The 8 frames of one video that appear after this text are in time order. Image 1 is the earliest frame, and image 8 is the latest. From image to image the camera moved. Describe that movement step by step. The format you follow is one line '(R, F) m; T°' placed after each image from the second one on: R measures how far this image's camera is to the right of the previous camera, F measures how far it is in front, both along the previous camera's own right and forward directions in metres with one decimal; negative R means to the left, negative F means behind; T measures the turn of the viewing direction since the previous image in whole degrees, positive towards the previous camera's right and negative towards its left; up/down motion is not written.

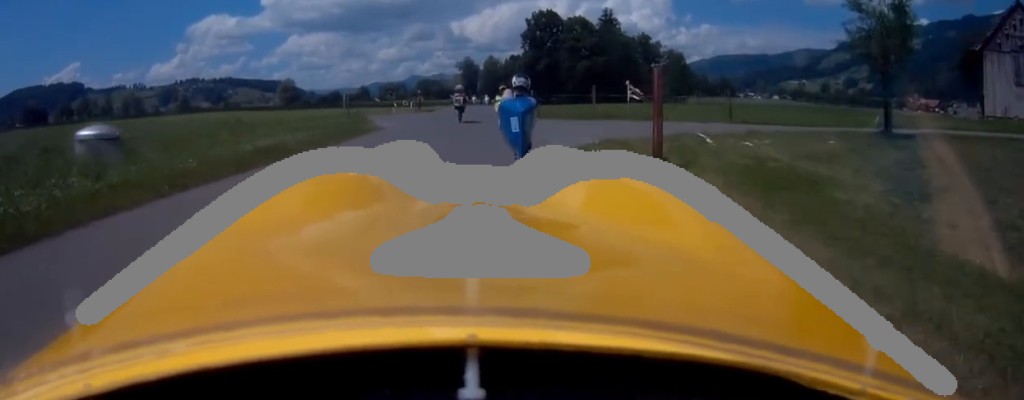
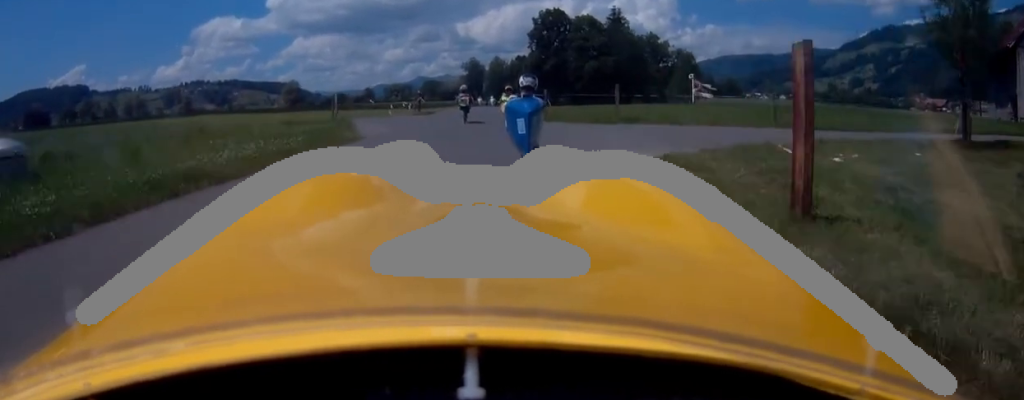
(0.0, +2.9) m; 0°
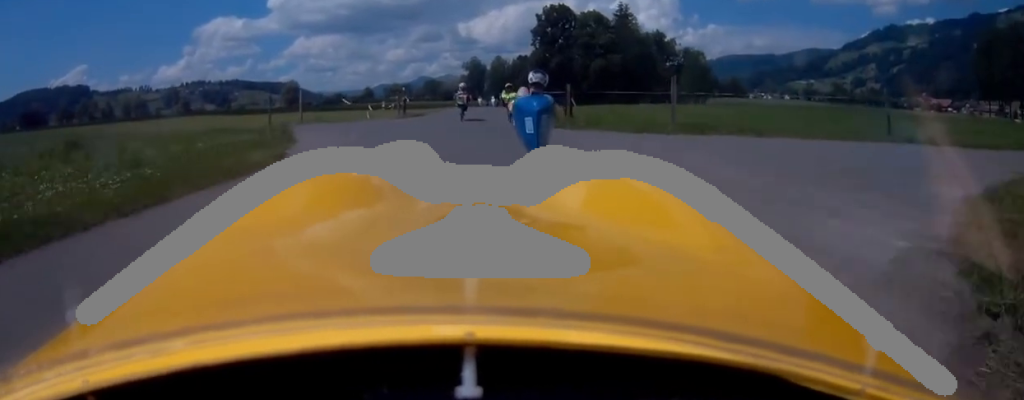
(0.0, +5.5) m; 0°
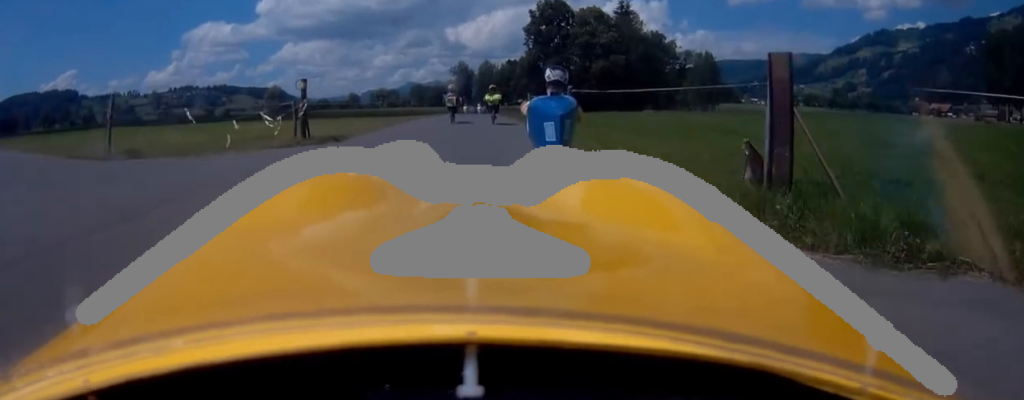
(+0.1, +11.3) m; +1°
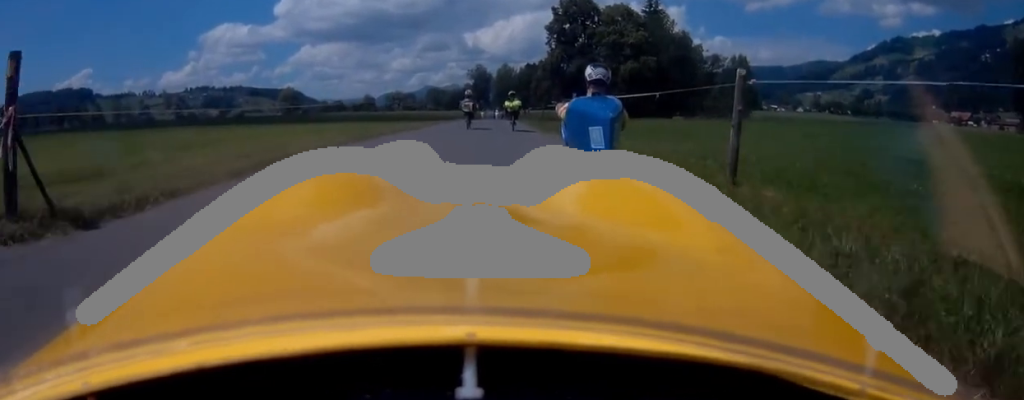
(0.0, +7.7) m; -1°
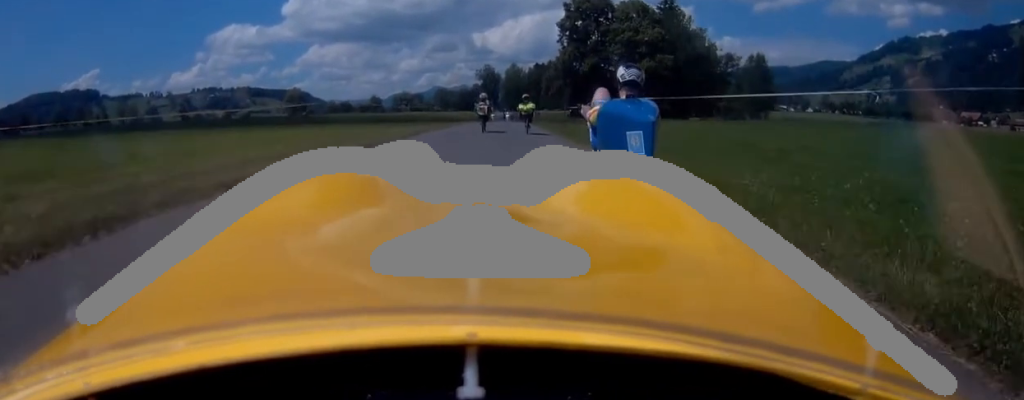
(0.0, +4.0) m; +1°
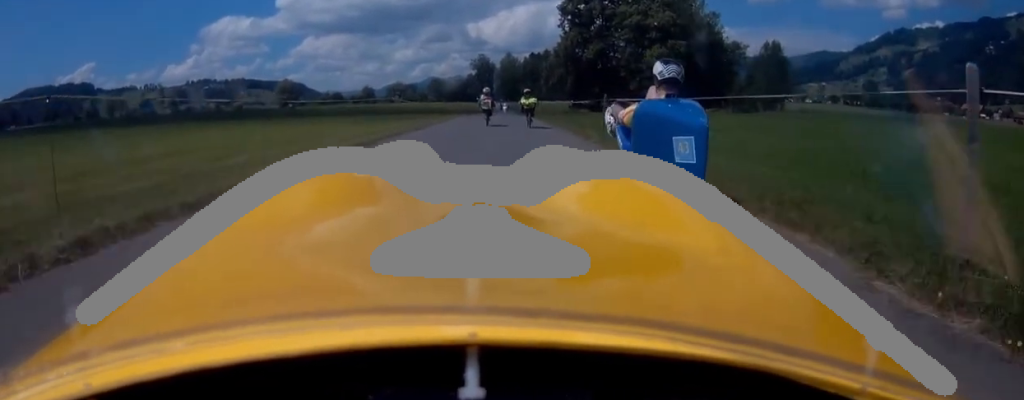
(+0.2, +7.2) m; +2°
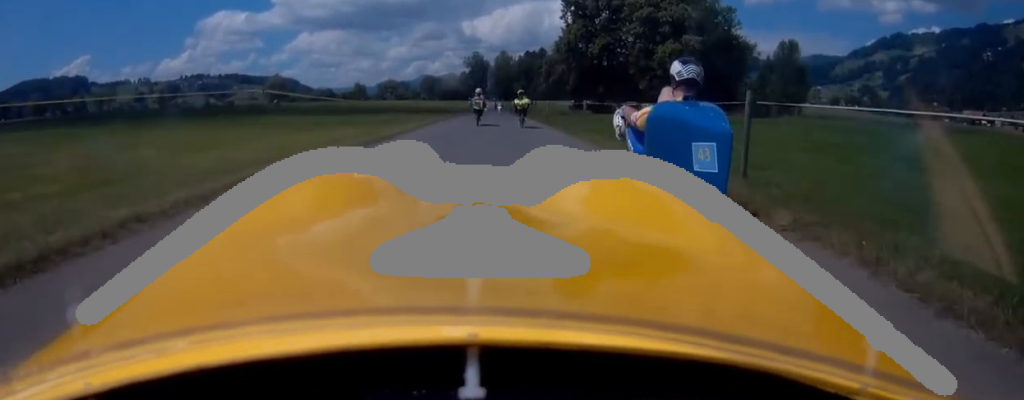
(-0.2, +7.4) m; -1°
